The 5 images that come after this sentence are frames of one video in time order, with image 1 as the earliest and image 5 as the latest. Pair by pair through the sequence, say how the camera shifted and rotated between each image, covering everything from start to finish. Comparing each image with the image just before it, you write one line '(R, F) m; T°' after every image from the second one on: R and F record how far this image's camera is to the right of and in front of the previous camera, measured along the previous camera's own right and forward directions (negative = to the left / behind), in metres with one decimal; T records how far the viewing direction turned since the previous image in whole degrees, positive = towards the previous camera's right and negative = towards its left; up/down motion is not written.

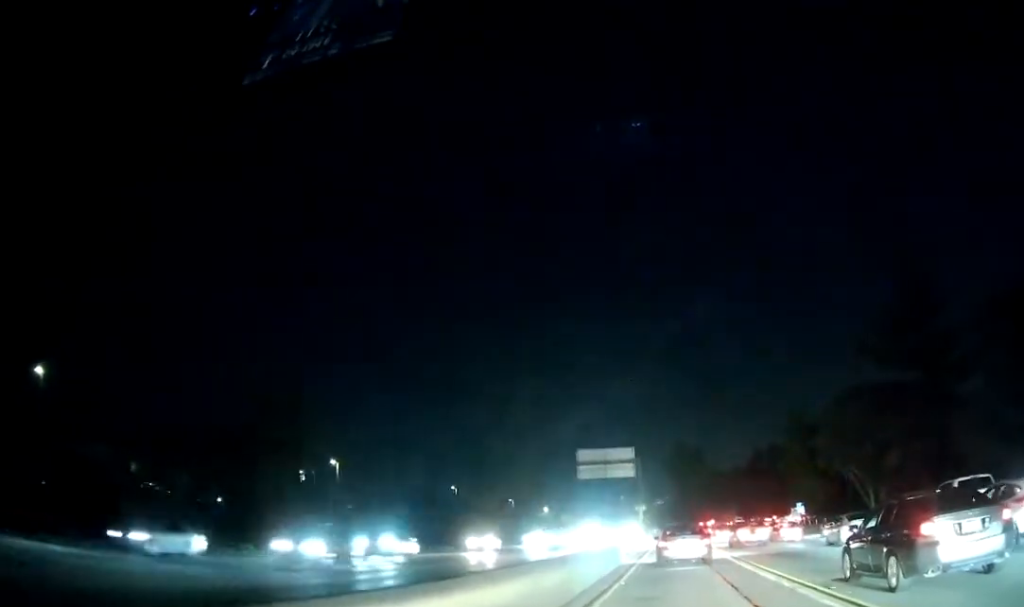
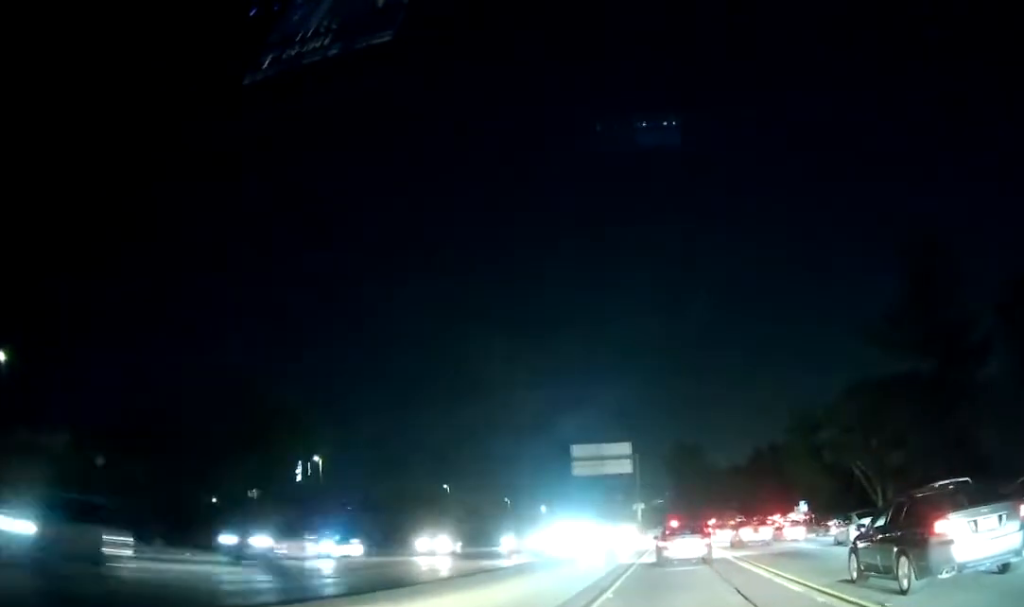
(0.0, +3.5) m; 0°
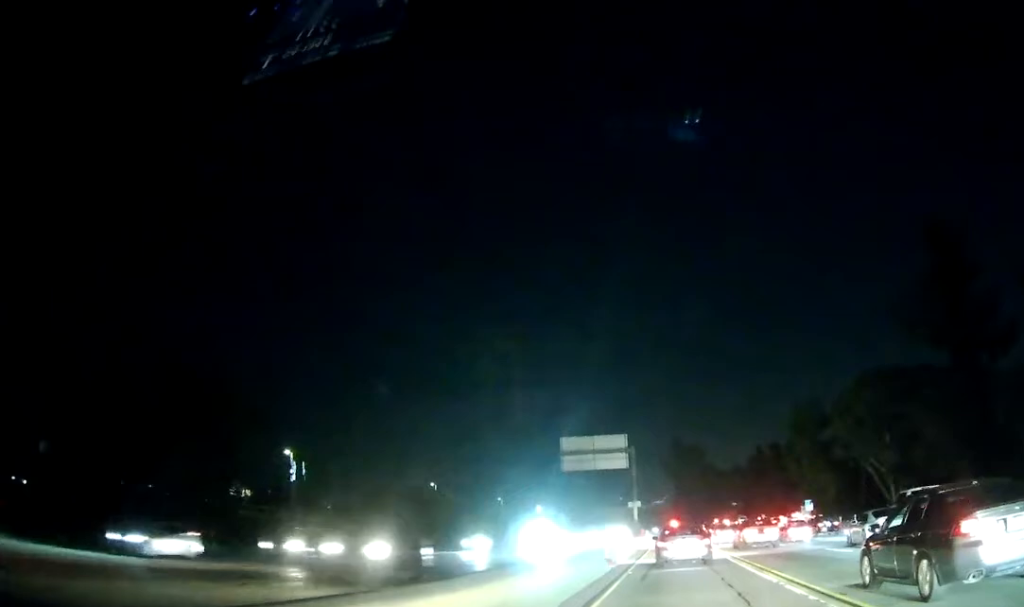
(0.0, +5.7) m; 0°
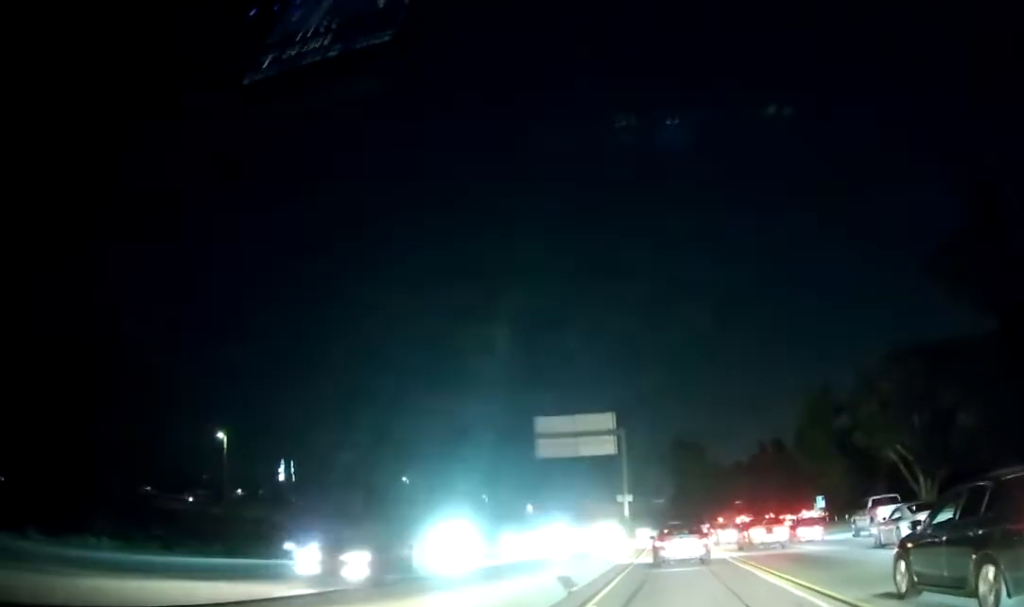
(-0.1, +10.1) m; 0°
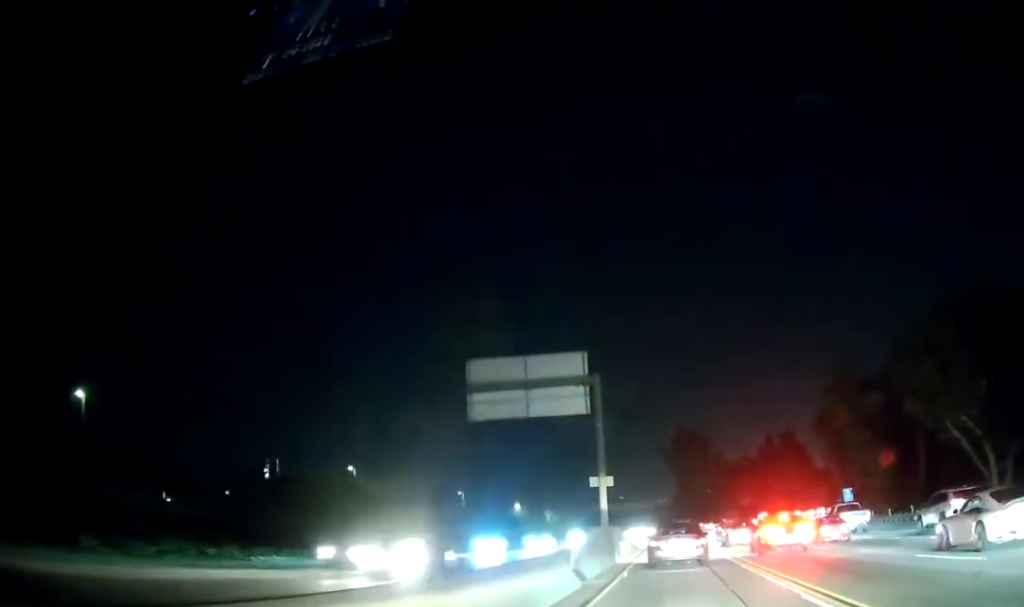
(0.0, +15.6) m; -1°
